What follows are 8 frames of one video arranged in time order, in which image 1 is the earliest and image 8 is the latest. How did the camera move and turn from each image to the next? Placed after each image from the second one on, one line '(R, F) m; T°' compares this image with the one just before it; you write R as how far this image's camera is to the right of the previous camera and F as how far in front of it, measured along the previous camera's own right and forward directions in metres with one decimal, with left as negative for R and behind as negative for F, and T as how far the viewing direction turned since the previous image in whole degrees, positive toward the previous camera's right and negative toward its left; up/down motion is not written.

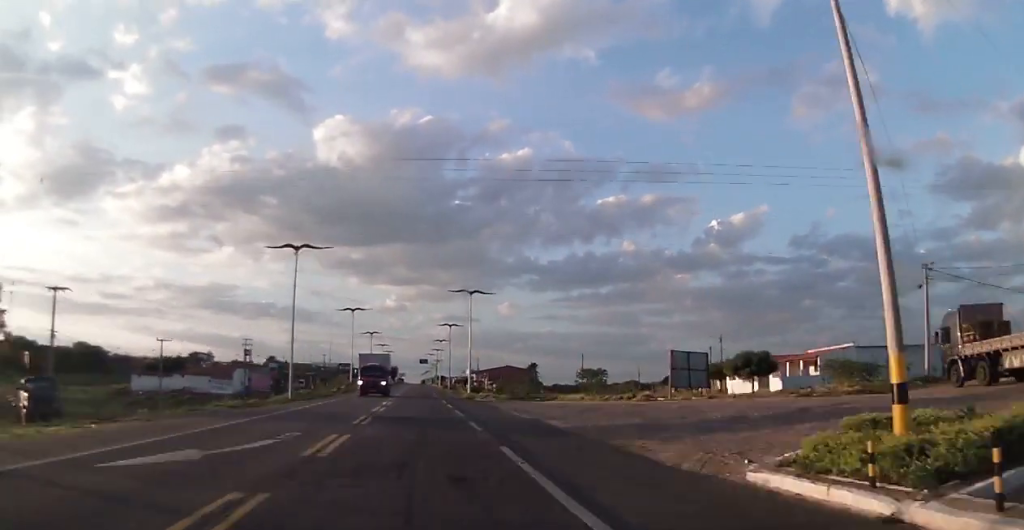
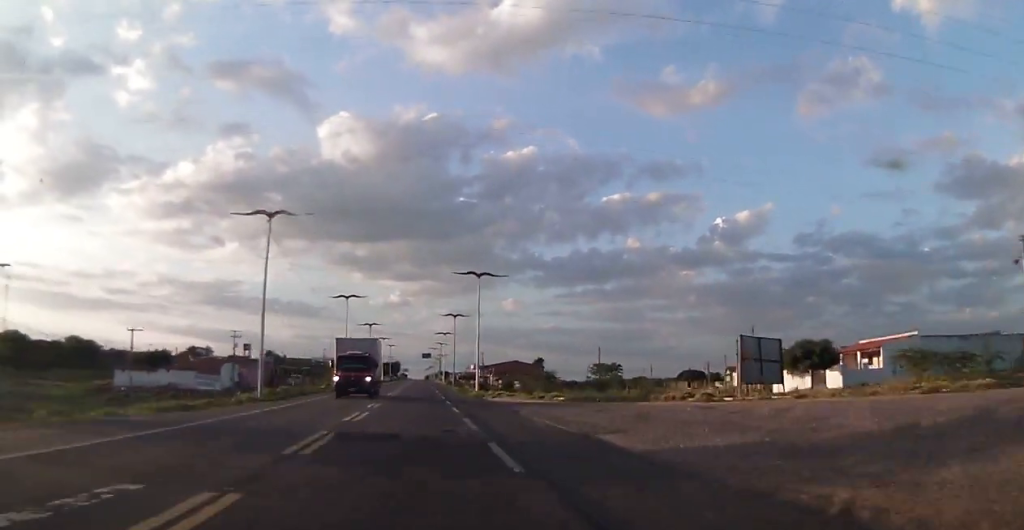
(-0.2, +8.8) m; -1°
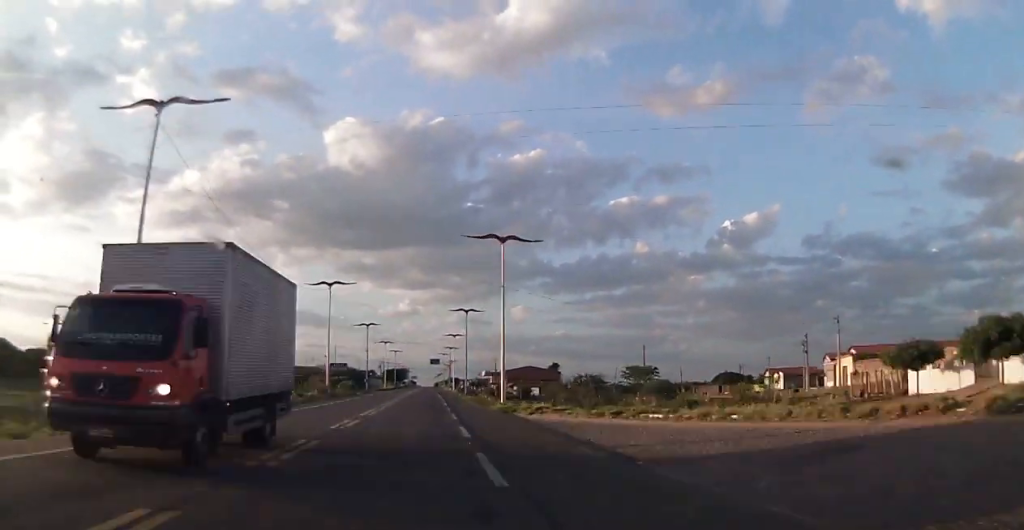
(-0.4, +16.8) m; -1°
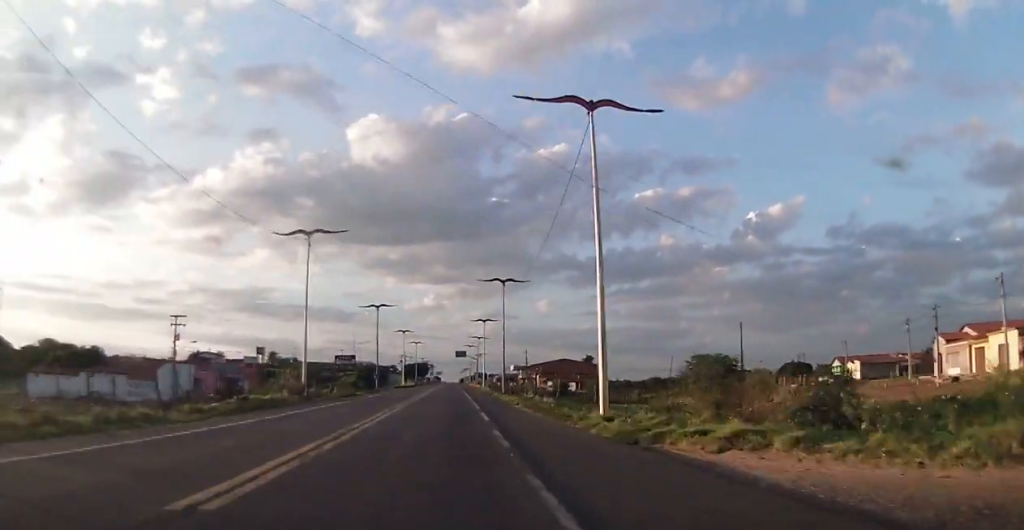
(+0.3, +19.8) m; 0°
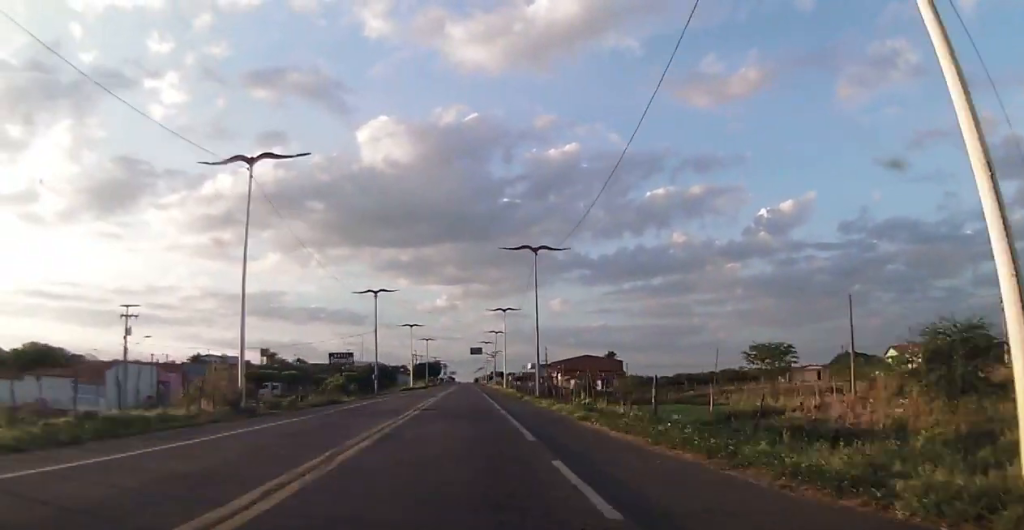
(-0.3, +15.0) m; -1°
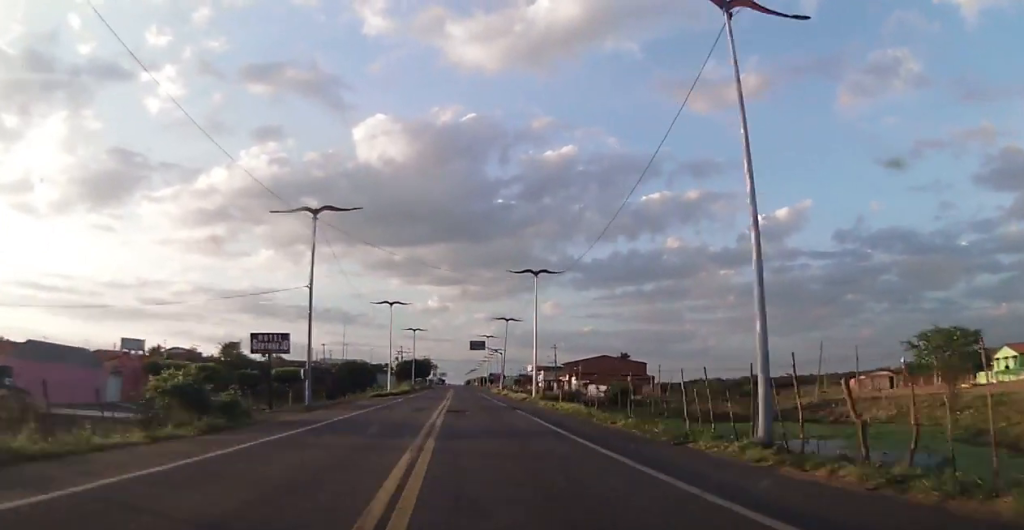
(-0.6, +31.6) m; -2°
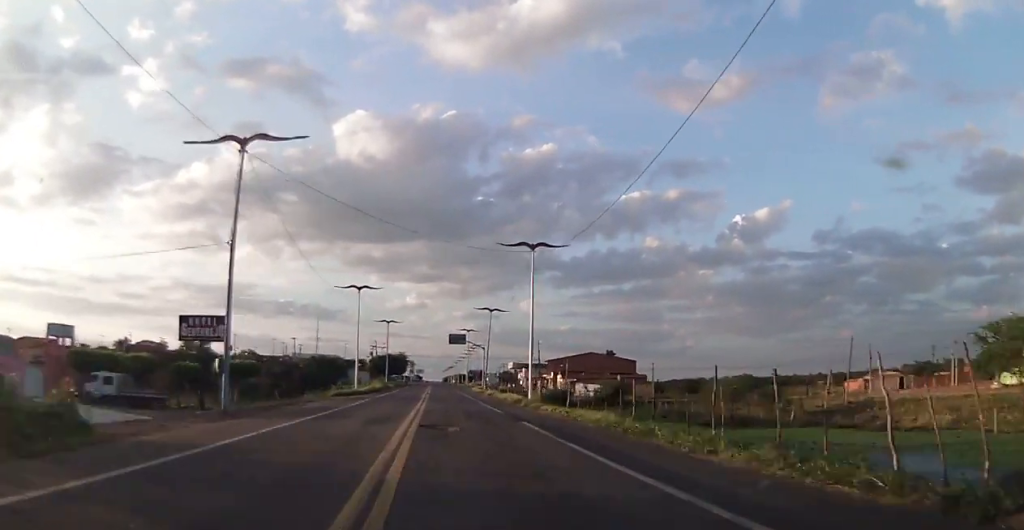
(-0.1, +9.8) m; 0°
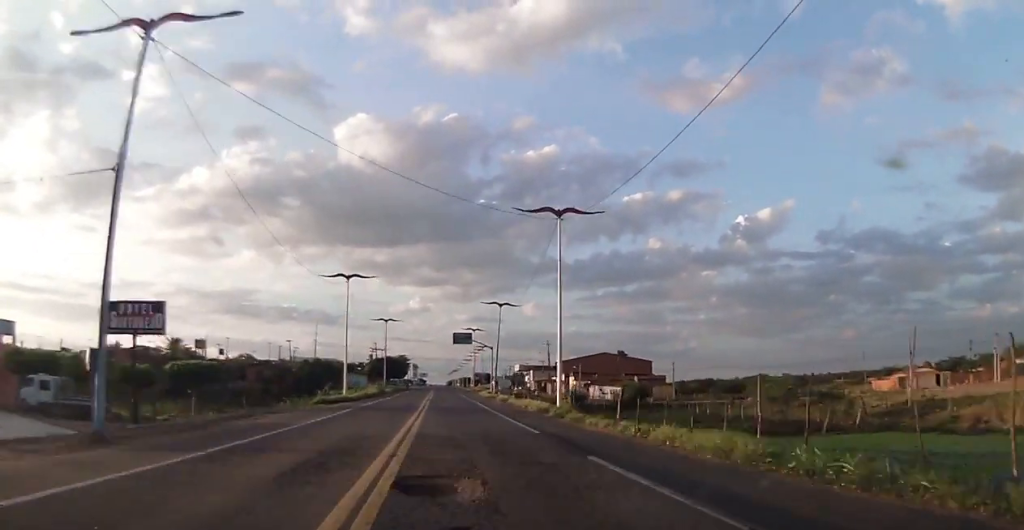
(+0.1, +9.2) m; +1°
